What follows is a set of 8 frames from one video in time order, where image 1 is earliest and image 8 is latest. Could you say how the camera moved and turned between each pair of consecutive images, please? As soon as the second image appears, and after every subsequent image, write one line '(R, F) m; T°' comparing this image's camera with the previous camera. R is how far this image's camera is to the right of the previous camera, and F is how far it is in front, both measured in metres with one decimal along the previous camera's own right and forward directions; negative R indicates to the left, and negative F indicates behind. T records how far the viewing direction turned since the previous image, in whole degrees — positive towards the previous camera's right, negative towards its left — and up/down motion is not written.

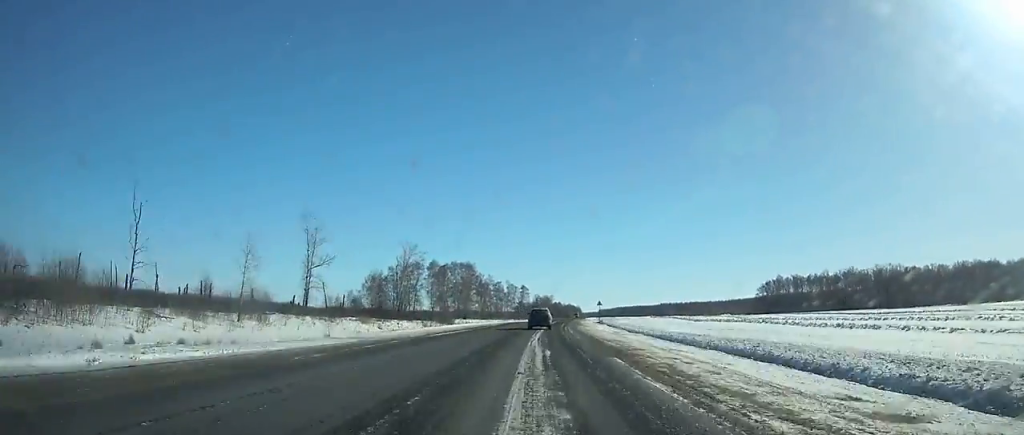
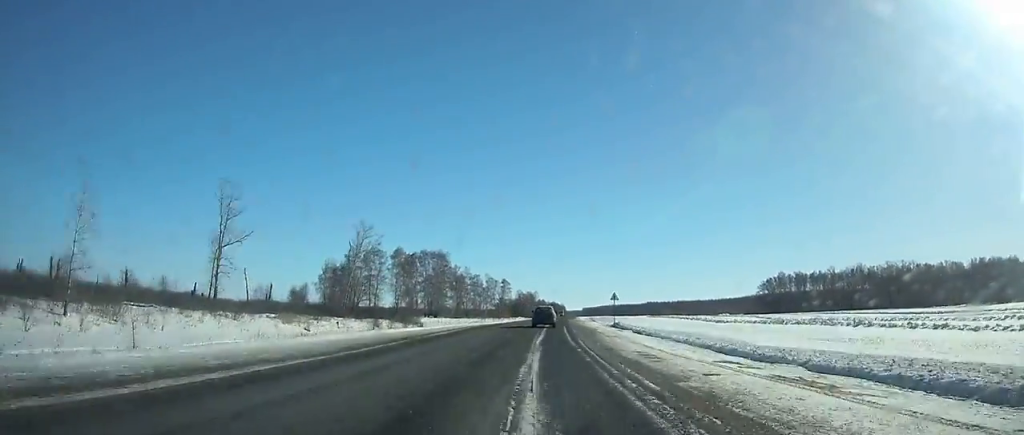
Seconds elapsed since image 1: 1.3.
(-0.5, +30.3) m; +1°
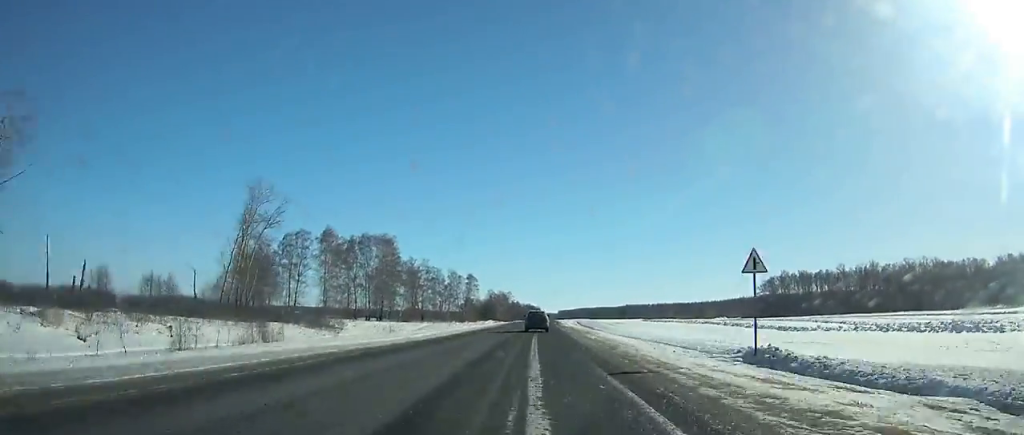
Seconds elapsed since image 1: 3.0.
(+1.7, +40.1) m; +2°
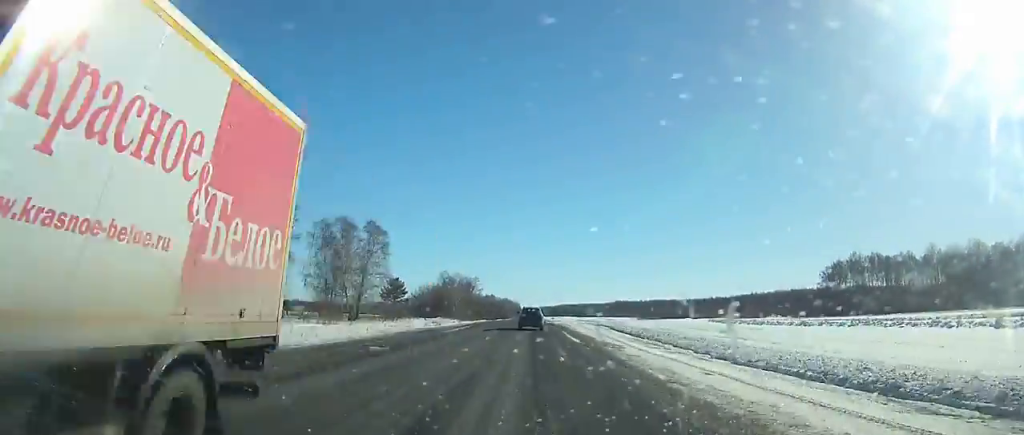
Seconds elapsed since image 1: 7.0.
(+2.6, +94.9) m; +2°
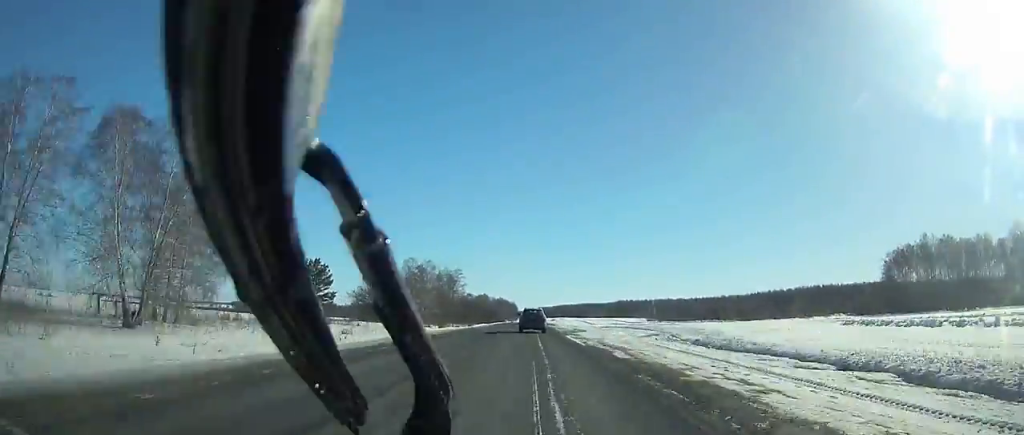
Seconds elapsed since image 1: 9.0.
(+0.3, +47.5) m; +1°
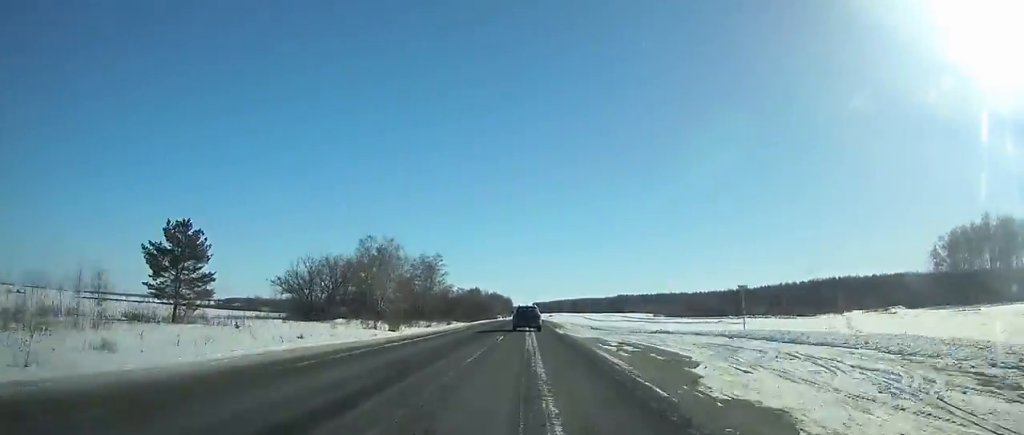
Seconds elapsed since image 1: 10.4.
(0.0, +33.2) m; 0°
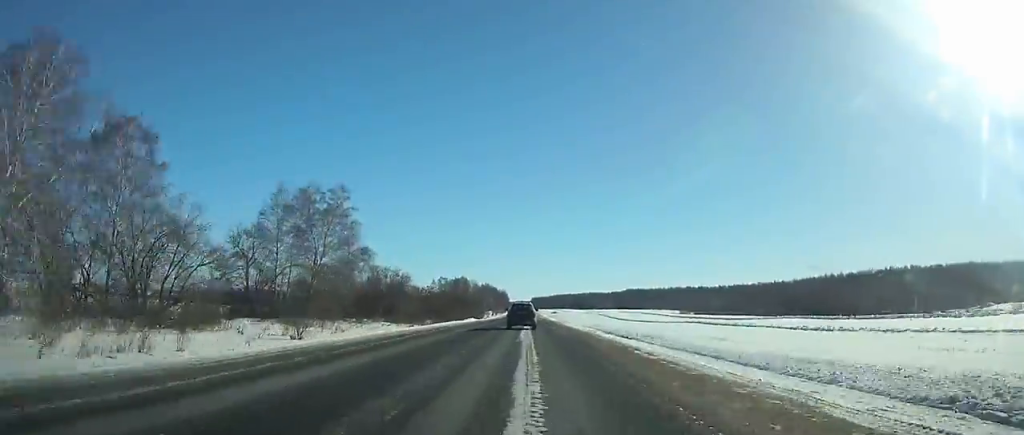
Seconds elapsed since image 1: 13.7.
(+0.5, +76.9) m; 0°
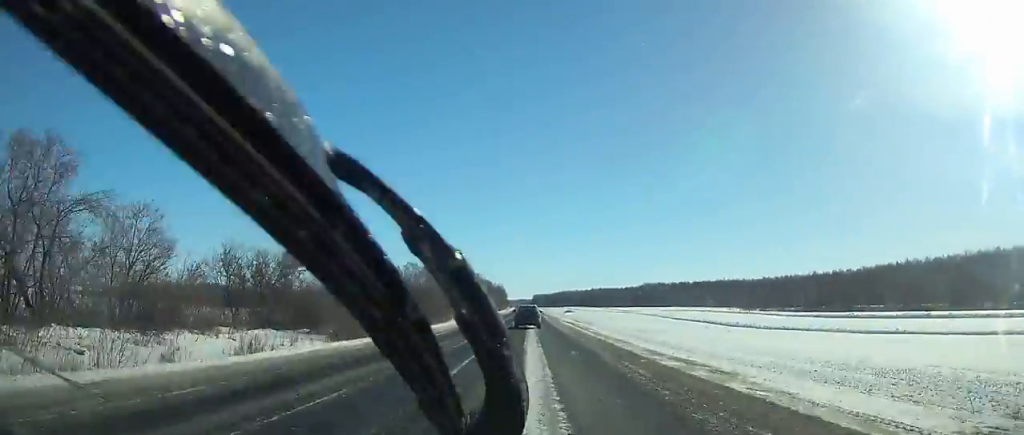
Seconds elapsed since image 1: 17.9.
(-0.1, +94.8) m; 0°
